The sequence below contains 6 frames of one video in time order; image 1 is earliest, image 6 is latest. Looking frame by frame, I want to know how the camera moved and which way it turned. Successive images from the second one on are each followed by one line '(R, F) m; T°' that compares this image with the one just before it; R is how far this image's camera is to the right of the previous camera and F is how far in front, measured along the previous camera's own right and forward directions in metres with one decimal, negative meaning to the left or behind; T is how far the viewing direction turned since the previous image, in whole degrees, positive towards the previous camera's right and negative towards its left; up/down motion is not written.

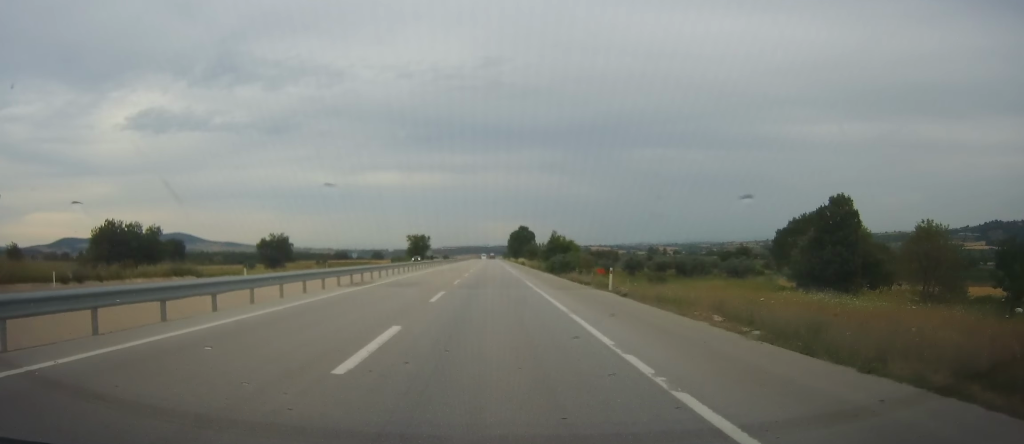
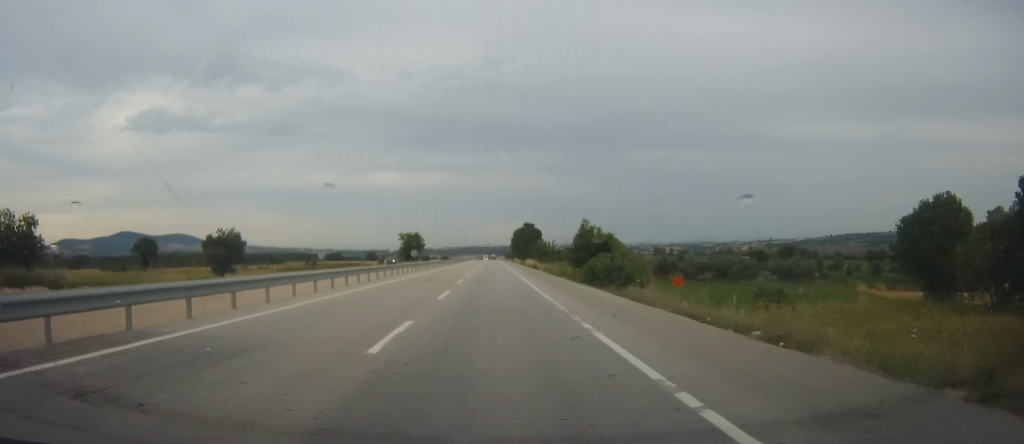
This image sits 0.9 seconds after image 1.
(0.0, +22.7) m; 0°
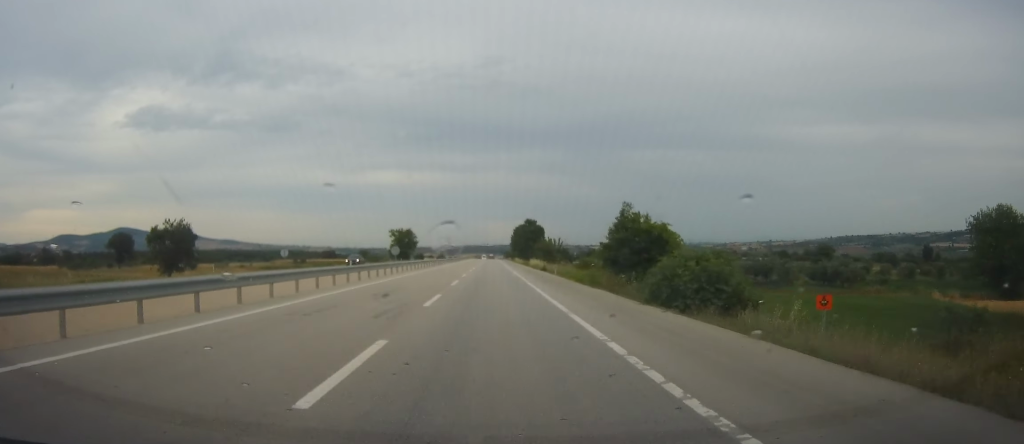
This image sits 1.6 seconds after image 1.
(0.0, +14.7) m; 0°
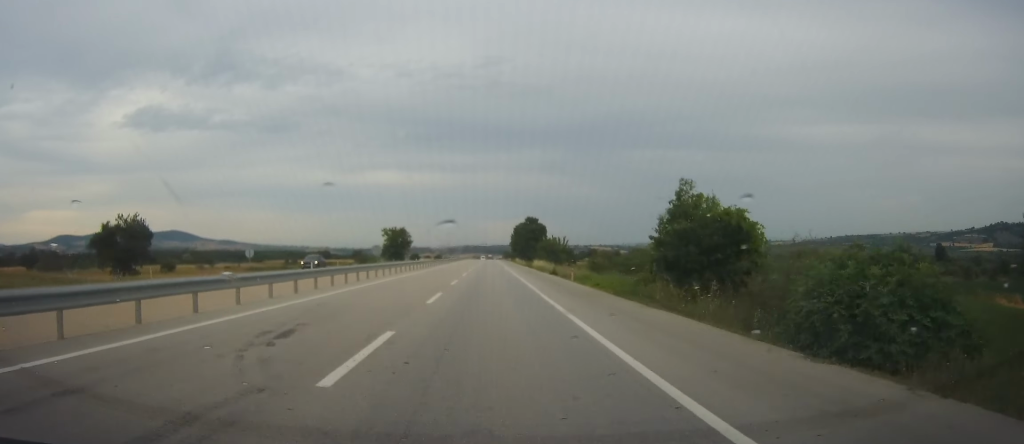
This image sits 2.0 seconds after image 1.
(0.0, +10.7) m; 0°
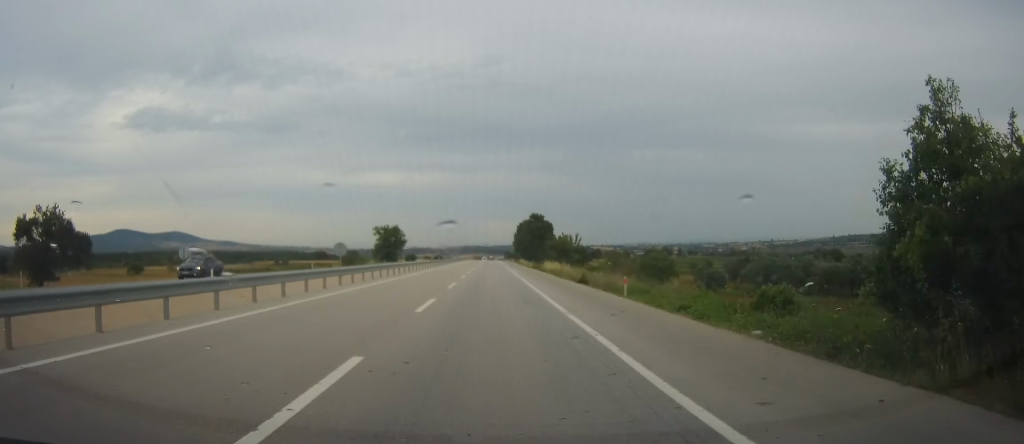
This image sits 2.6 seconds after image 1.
(+0.1, +14.4) m; -1°
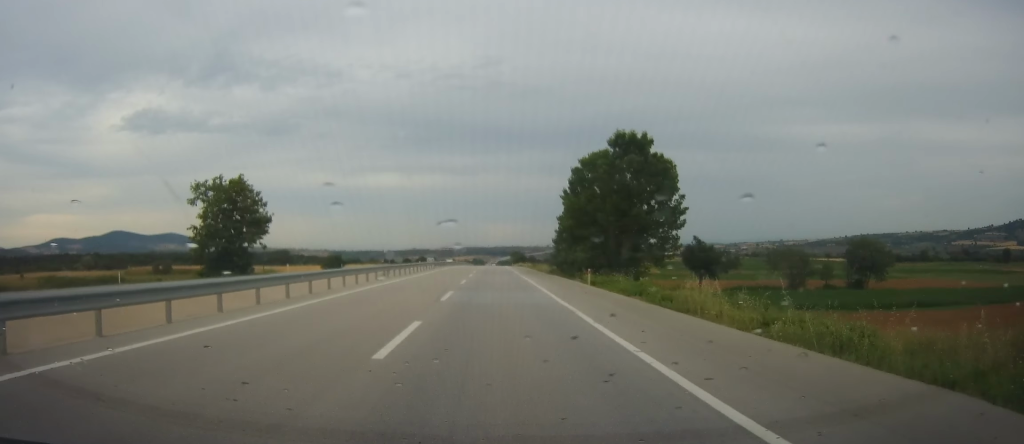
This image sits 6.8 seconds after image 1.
(+1.9, +103.1) m; +1°
